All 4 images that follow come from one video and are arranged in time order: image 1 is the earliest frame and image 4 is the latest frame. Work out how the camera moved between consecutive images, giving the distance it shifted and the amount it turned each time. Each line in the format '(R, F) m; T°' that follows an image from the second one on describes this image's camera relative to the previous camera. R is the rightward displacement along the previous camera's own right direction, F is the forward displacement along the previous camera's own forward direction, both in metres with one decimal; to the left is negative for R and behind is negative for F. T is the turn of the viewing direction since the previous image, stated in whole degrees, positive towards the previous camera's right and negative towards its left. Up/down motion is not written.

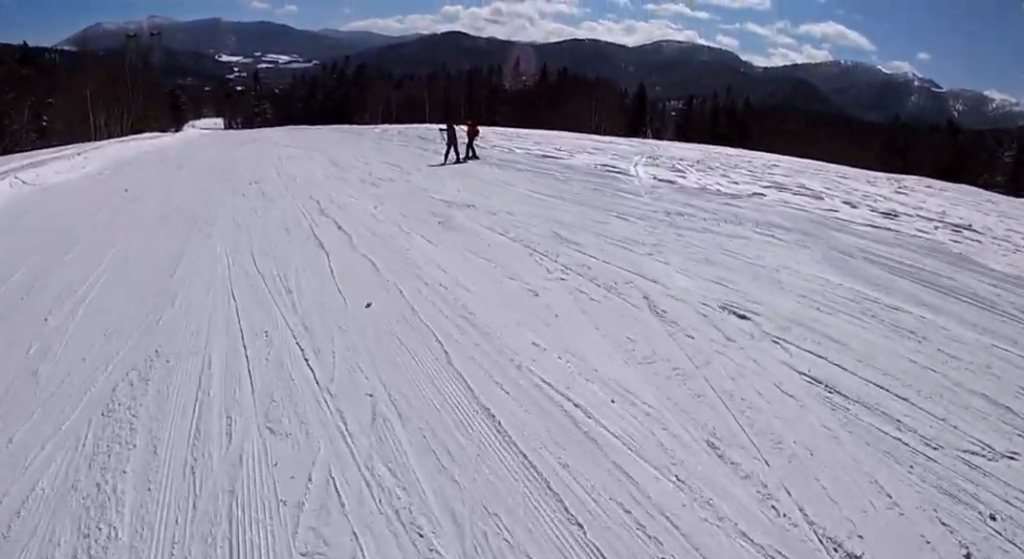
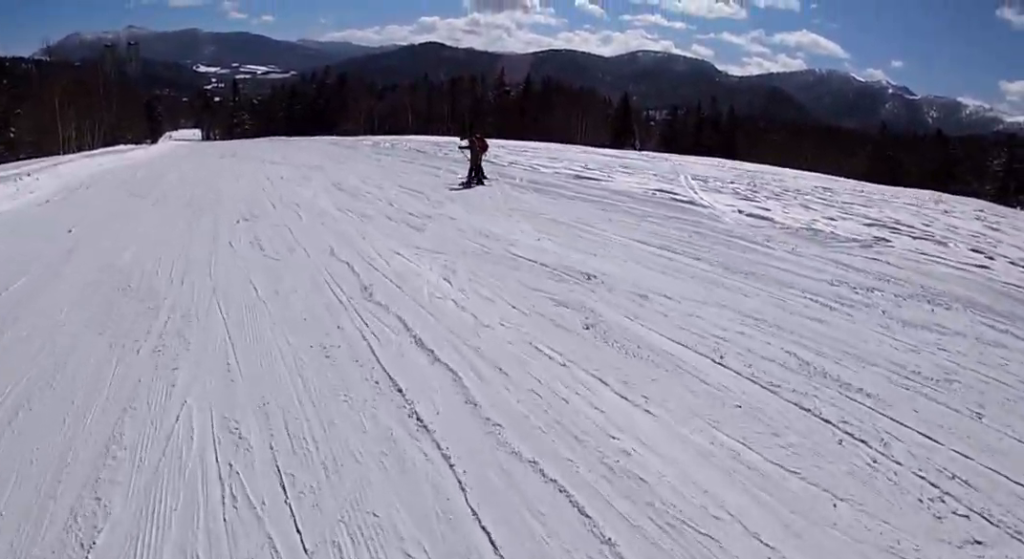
(-0.1, +4.6) m; +4°
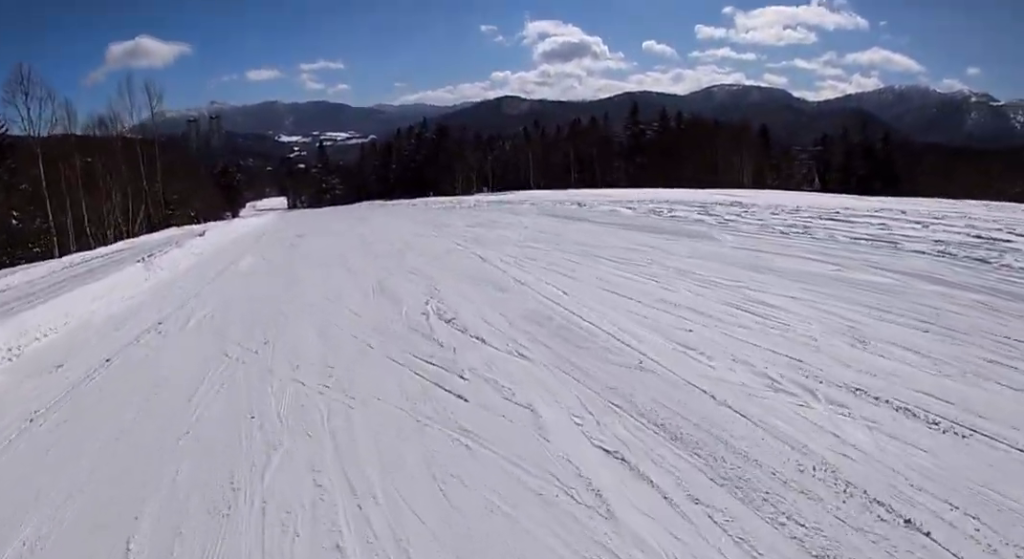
(-2.2, +29.7) m; -3°
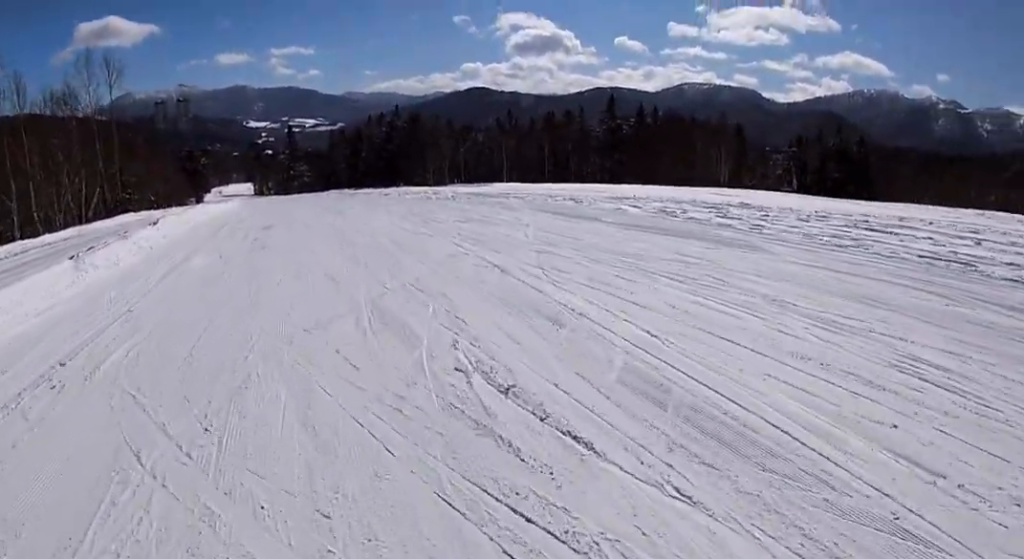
(0.0, +3.2) m; +2°
